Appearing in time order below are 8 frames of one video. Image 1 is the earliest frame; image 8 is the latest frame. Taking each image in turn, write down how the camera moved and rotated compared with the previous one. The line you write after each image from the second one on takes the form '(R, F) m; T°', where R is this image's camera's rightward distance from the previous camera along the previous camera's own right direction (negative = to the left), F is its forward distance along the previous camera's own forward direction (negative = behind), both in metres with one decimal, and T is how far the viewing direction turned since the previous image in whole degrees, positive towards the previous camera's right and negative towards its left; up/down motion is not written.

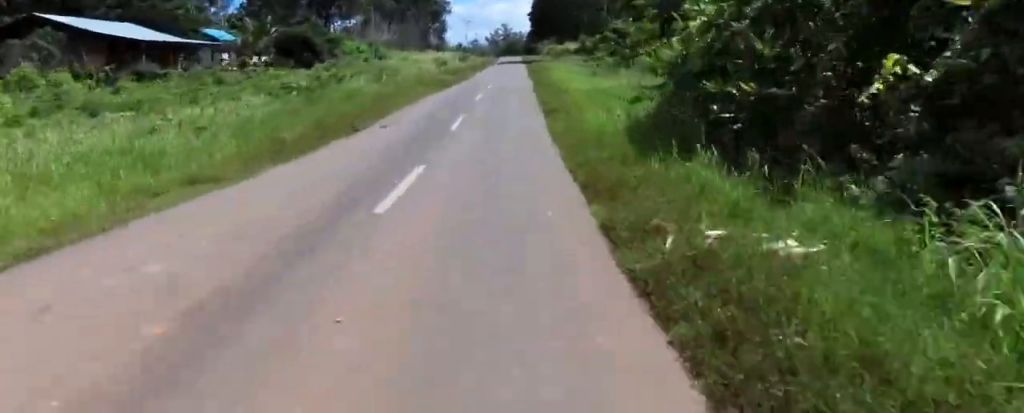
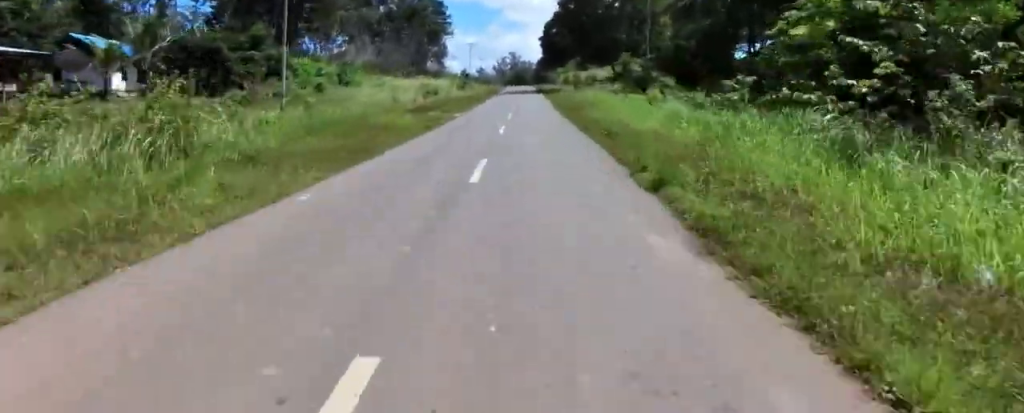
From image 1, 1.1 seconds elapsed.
(+0.1, +21.5) m; 0°
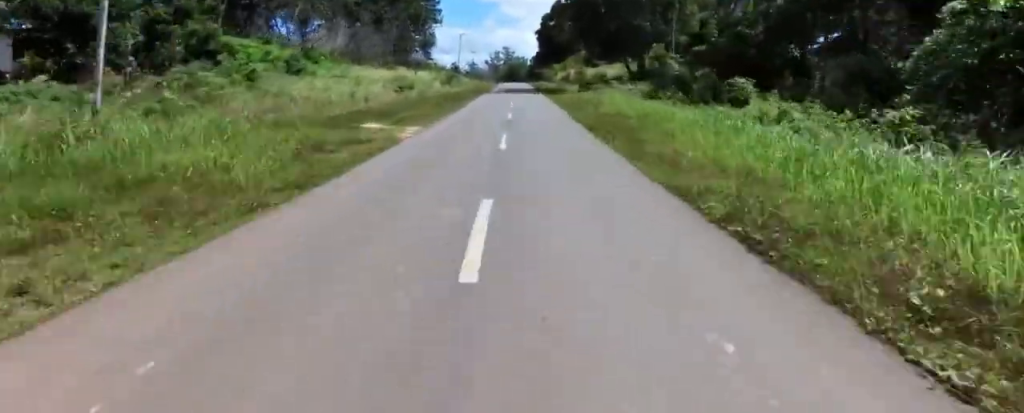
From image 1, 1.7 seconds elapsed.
(0.0, +12.3) m; -1°
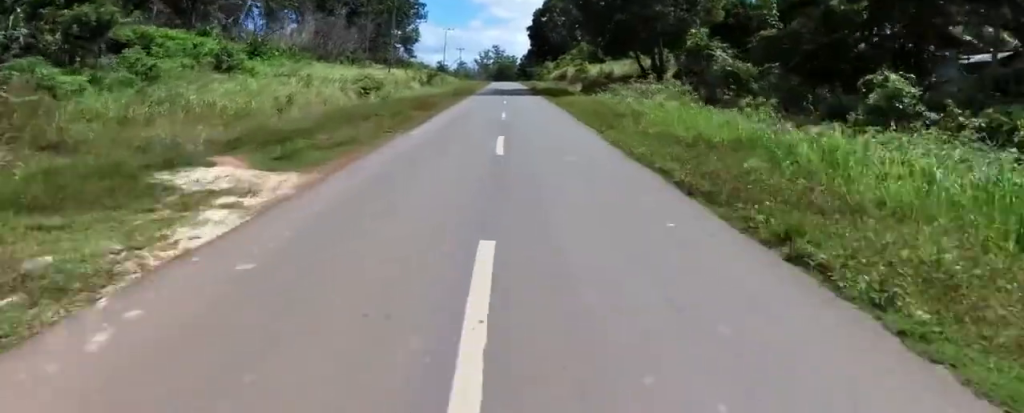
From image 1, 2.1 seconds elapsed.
(+0.2, +8.9) m; -1°
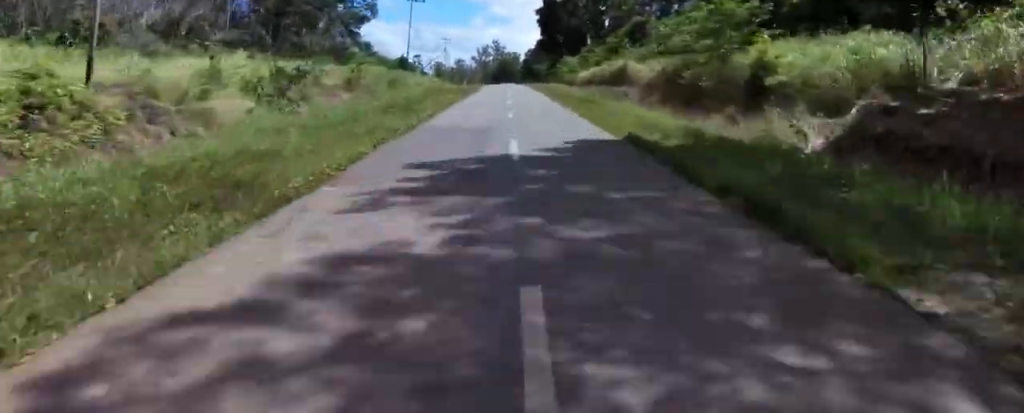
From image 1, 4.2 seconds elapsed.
(-0.3, +41.8) m; +2°
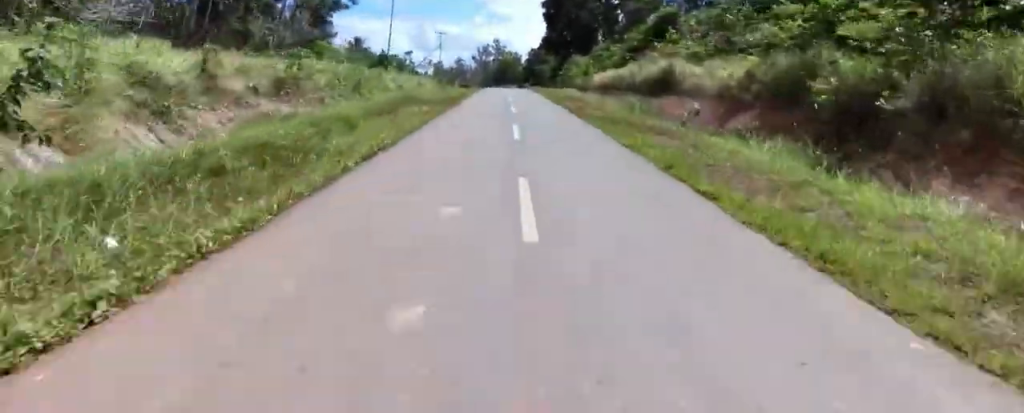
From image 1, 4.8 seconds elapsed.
(0.0, +11.9) m; 0°
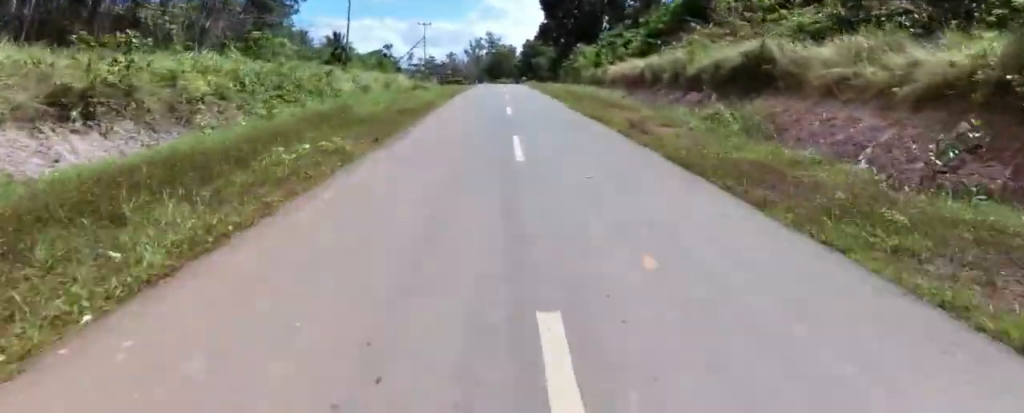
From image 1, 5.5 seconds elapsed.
(0.0, +12.6) m; 0°
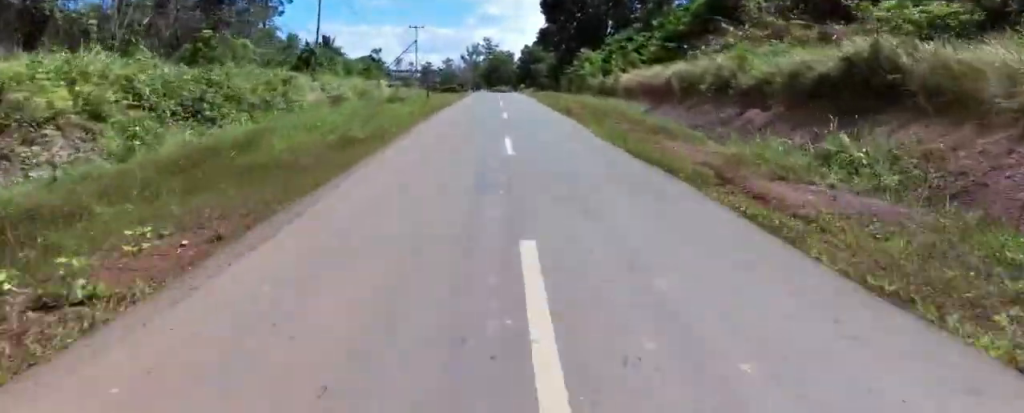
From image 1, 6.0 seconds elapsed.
(0.0, +7.4) m; 0°
